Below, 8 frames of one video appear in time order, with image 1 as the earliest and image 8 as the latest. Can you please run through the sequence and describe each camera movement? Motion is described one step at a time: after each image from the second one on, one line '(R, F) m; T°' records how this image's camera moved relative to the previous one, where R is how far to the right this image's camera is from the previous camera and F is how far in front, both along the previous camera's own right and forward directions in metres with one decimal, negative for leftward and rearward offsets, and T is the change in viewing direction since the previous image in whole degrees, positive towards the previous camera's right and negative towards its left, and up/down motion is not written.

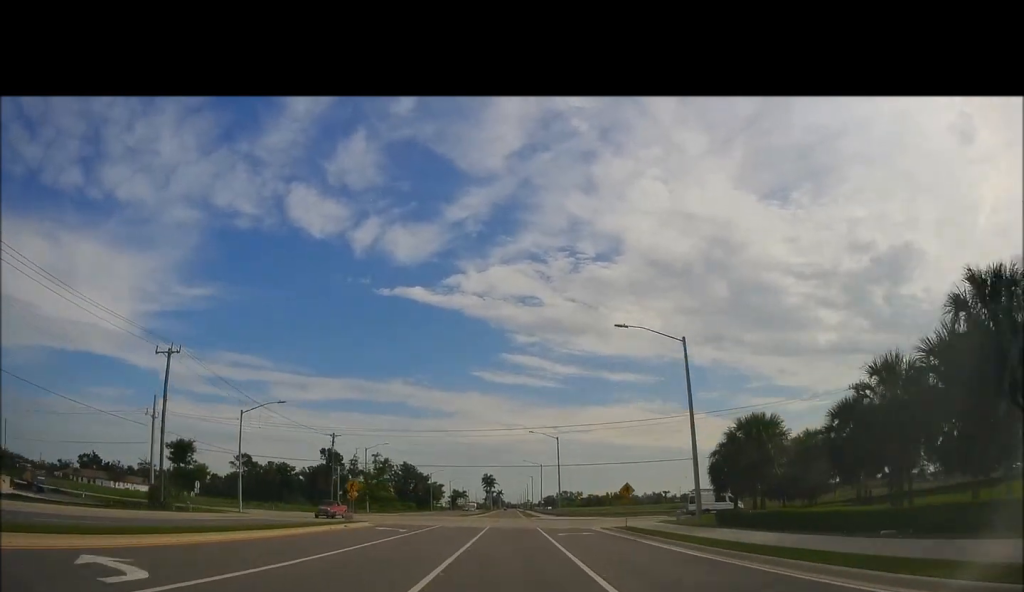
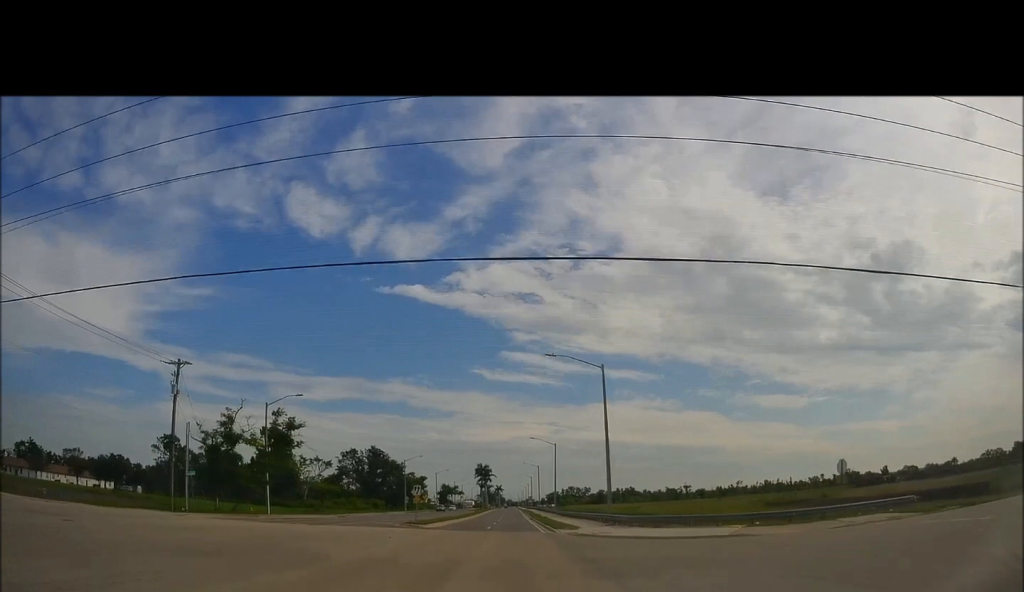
(-1.1, +46.5) m; -1°
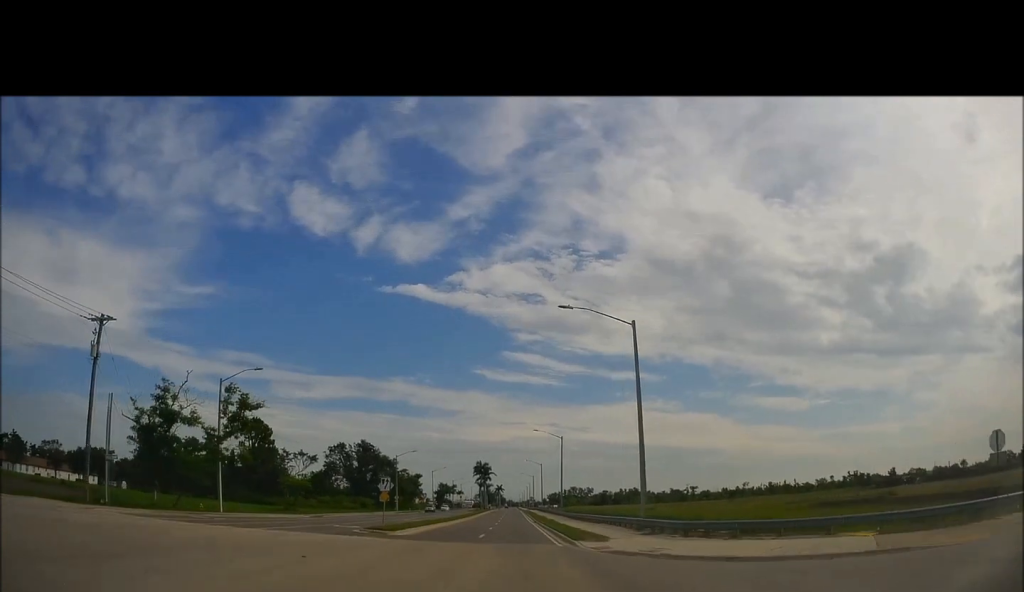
(0.0, +11.5) m; +1°
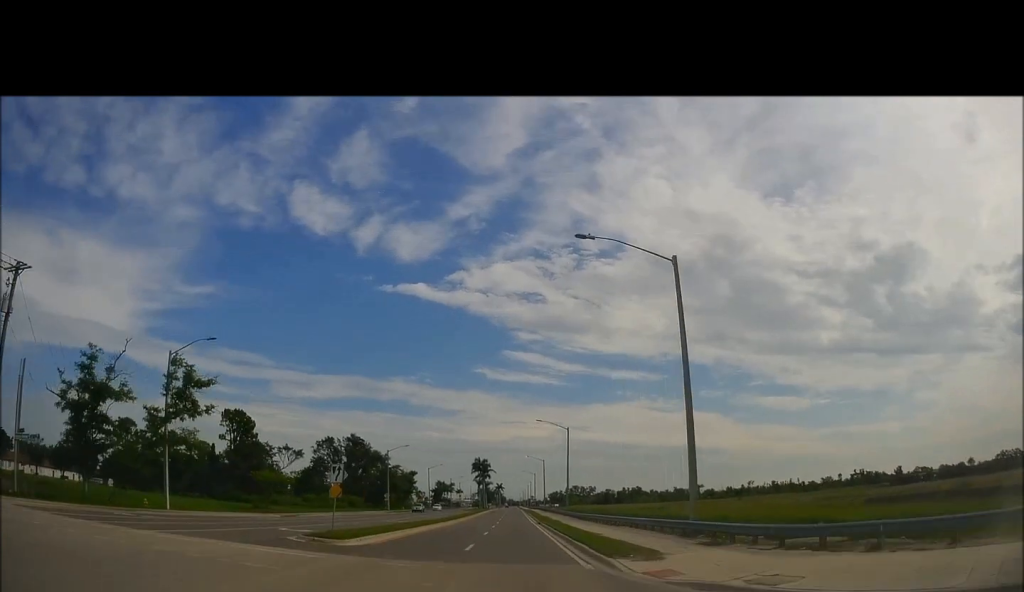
(+0.2, +9.4) m; +1°
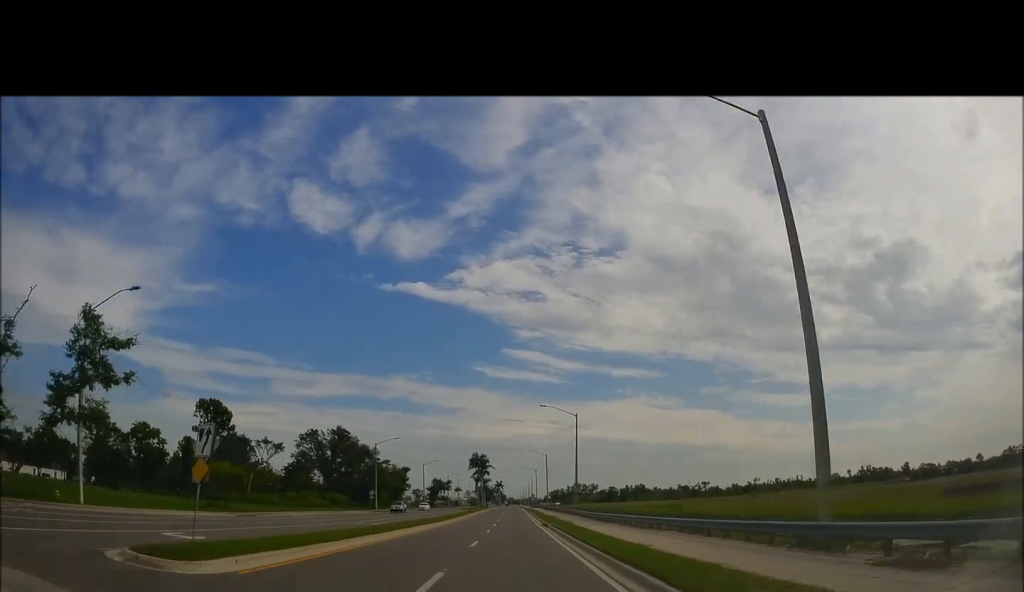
(+0.1, +10.9) m; 0°
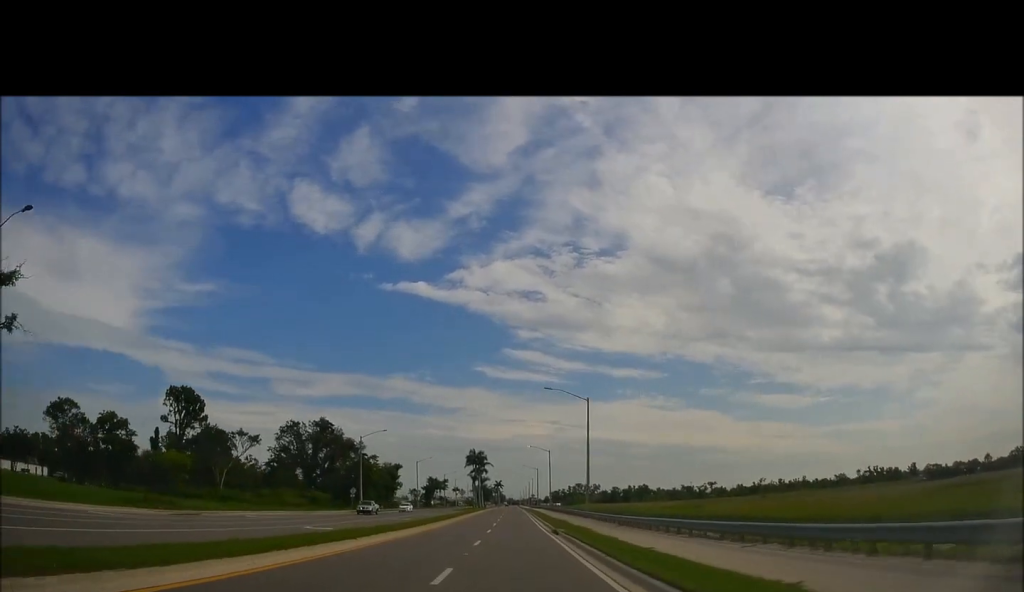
(0.0, +10.9) m; -1°
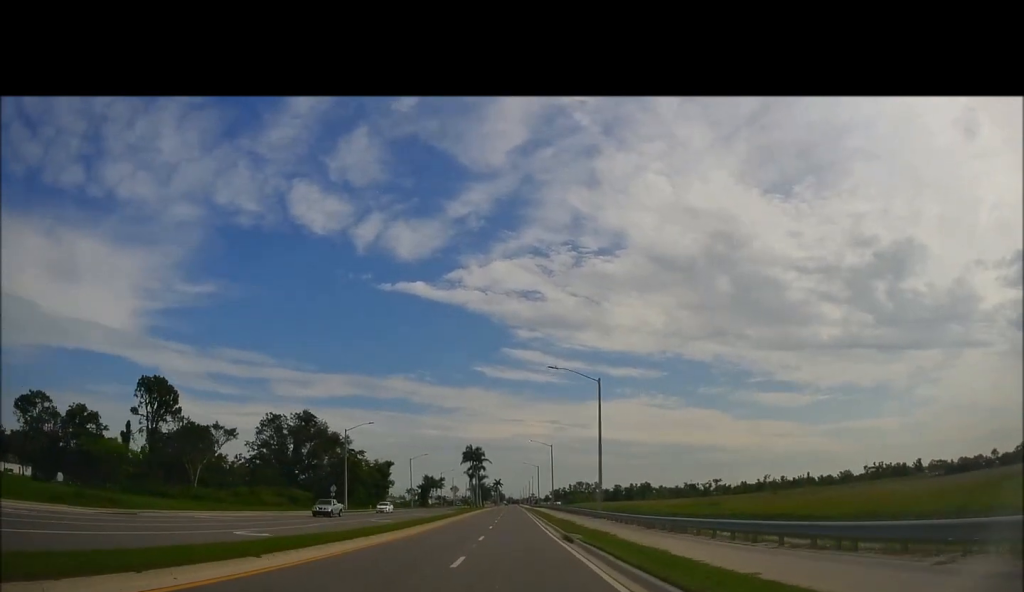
(+0.1, +8.8) m; 0°
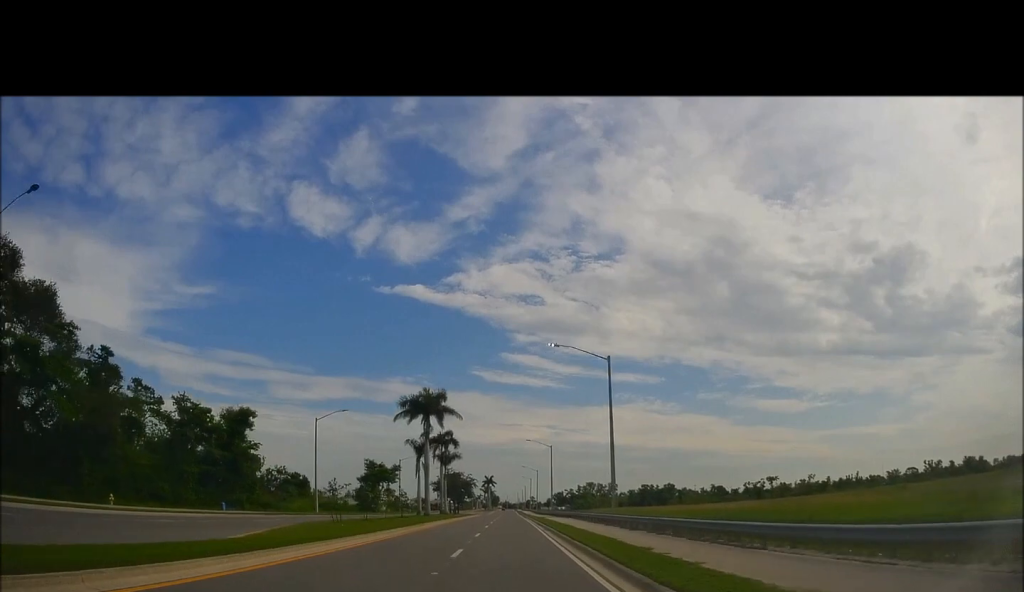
(-0.4, +69.9) m; 0°
